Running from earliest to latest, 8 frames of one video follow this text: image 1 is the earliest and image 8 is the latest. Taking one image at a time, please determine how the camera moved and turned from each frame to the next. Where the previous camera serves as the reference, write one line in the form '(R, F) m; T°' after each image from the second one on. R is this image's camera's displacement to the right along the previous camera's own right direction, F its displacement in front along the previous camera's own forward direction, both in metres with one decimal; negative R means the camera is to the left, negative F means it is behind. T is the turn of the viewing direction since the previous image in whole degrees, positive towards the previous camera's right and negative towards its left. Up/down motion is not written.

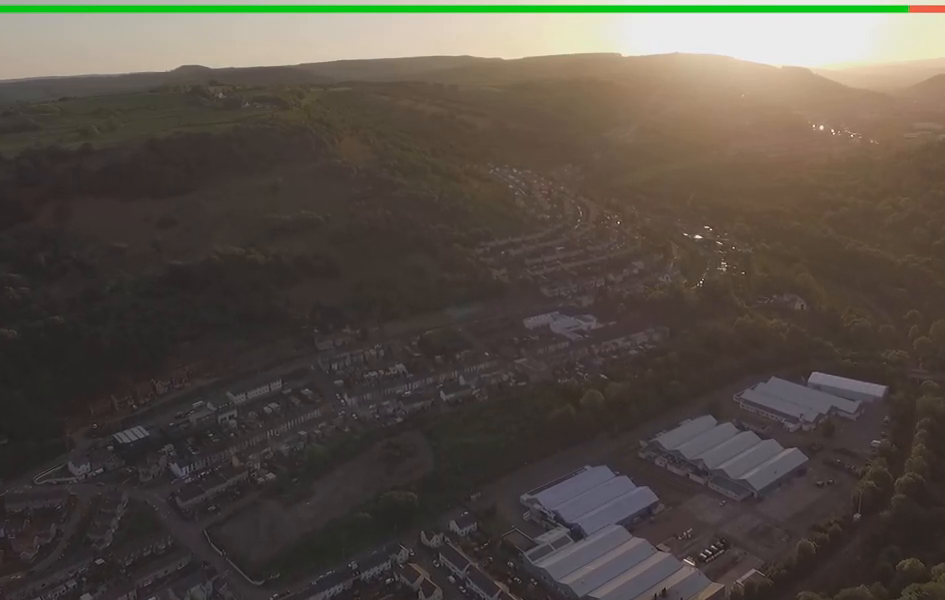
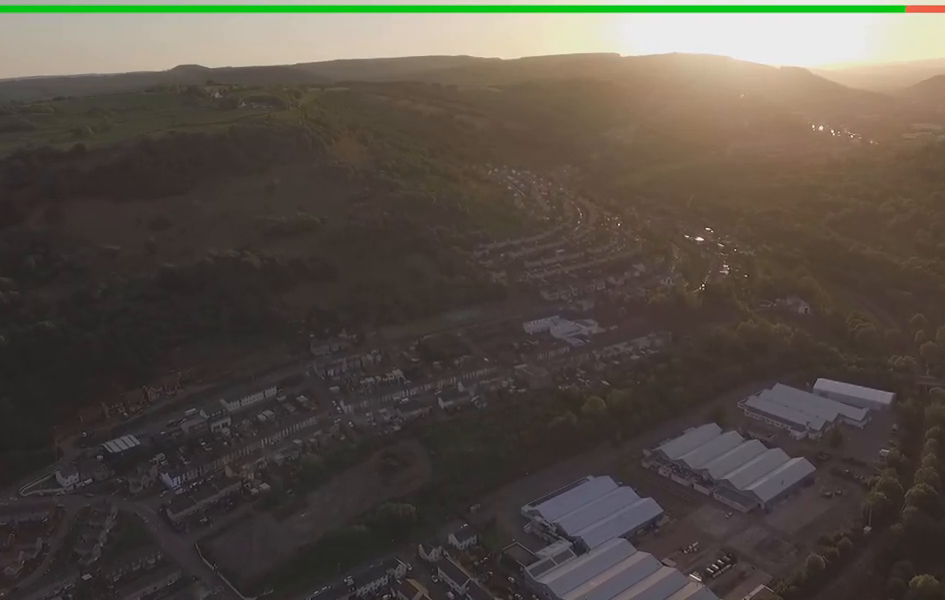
(0.0, +12.2) m; 0°
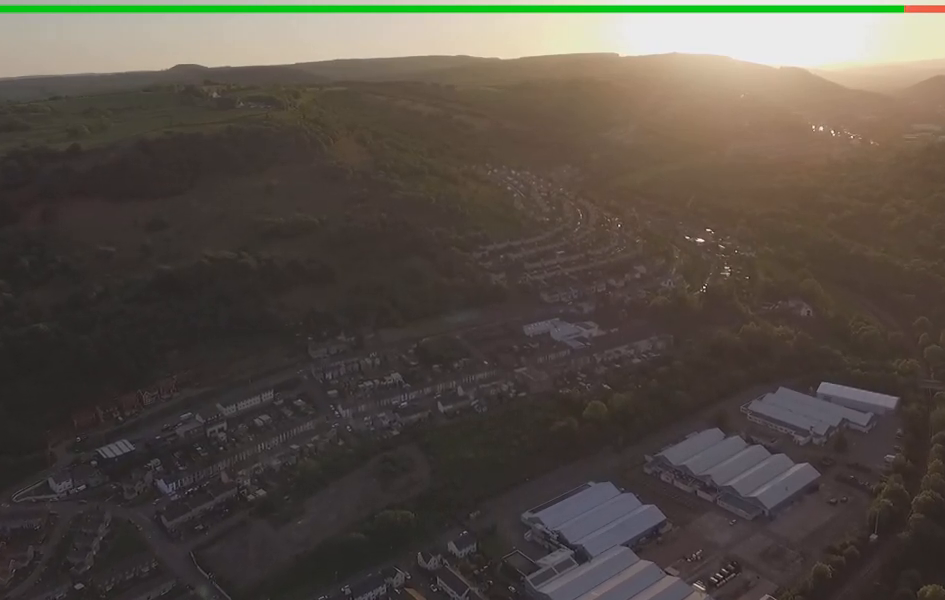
(0.0, +6.5) m; 0°
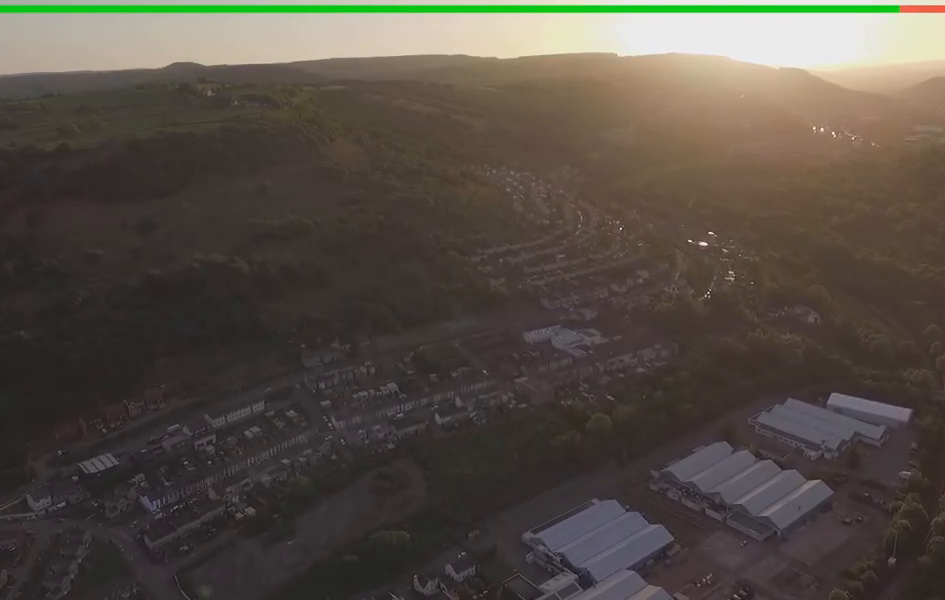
(-0.1, +19.0) m; 0°
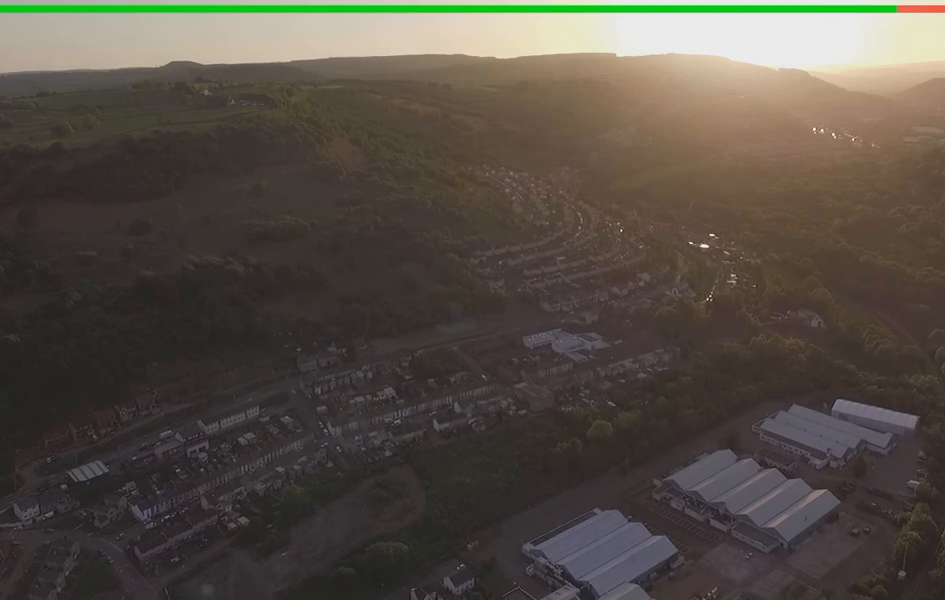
(+0.1, +8.8) m; +1°
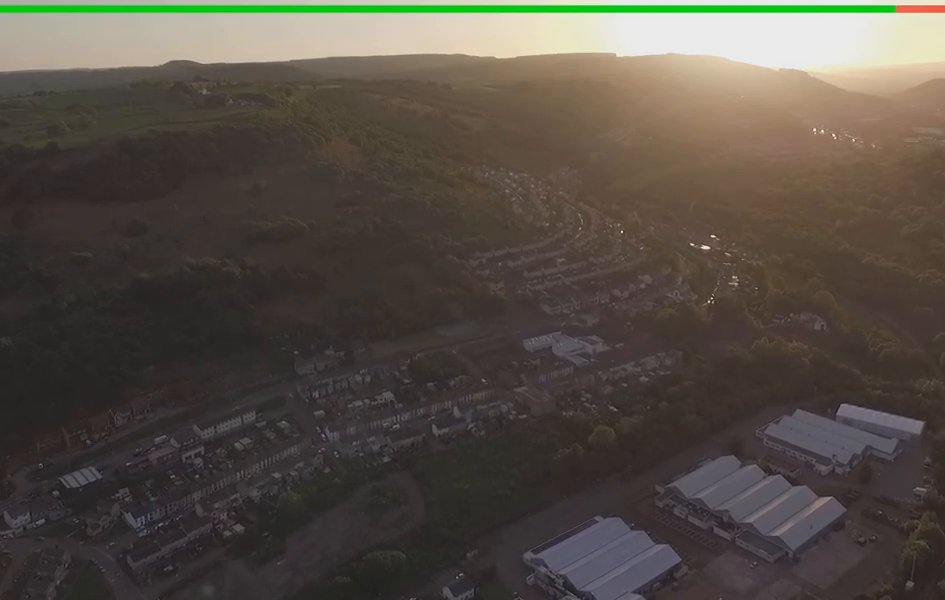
(0.0, +6.5) m; 0°
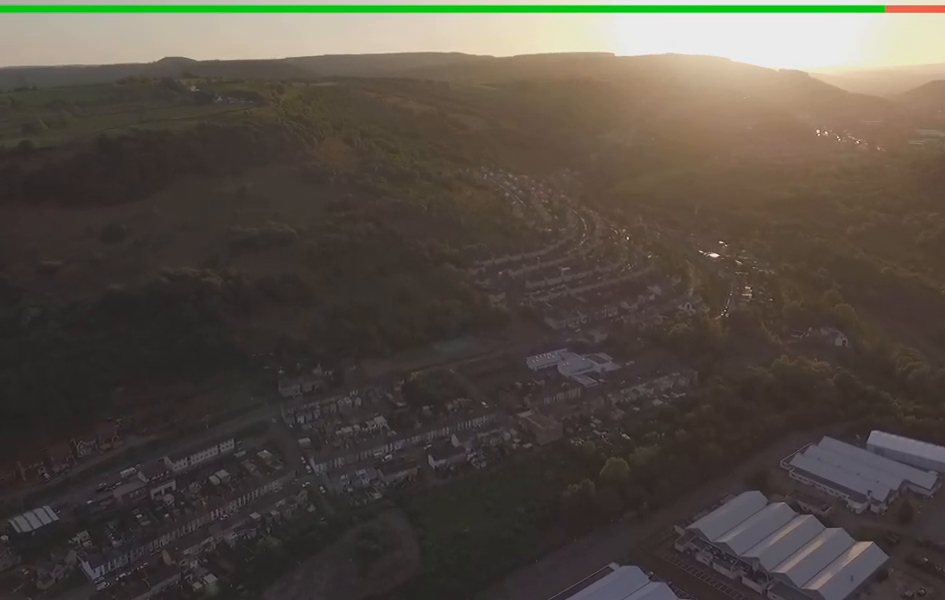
(-0.1, +42.2) m; -1°
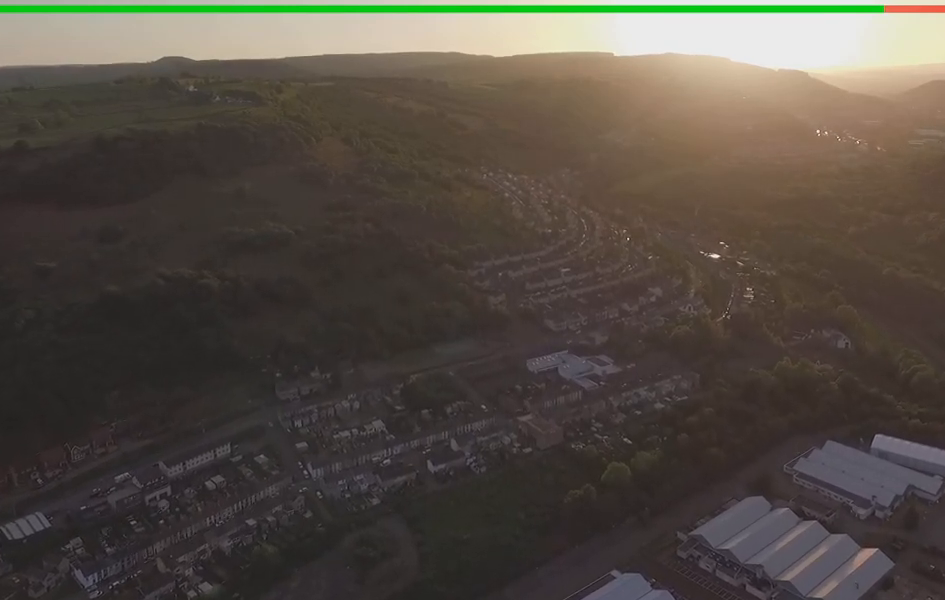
(0.0, +6.1) m; 0°
